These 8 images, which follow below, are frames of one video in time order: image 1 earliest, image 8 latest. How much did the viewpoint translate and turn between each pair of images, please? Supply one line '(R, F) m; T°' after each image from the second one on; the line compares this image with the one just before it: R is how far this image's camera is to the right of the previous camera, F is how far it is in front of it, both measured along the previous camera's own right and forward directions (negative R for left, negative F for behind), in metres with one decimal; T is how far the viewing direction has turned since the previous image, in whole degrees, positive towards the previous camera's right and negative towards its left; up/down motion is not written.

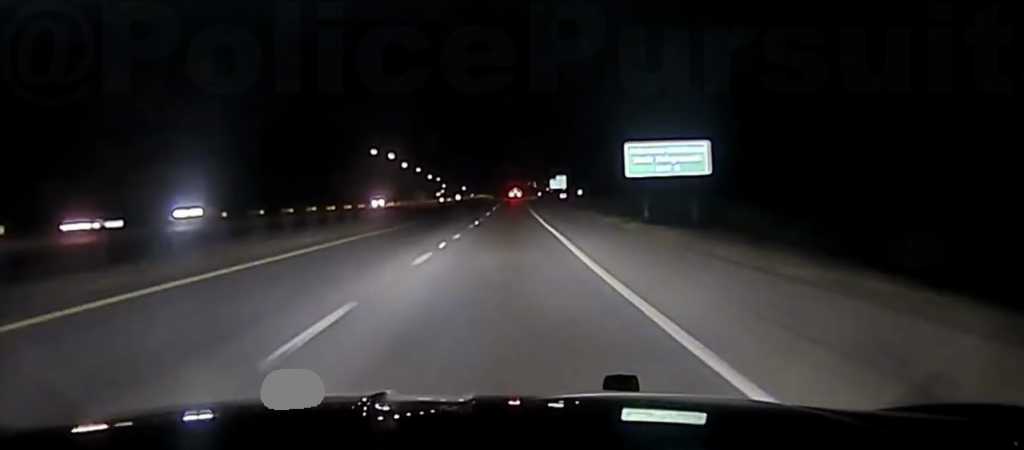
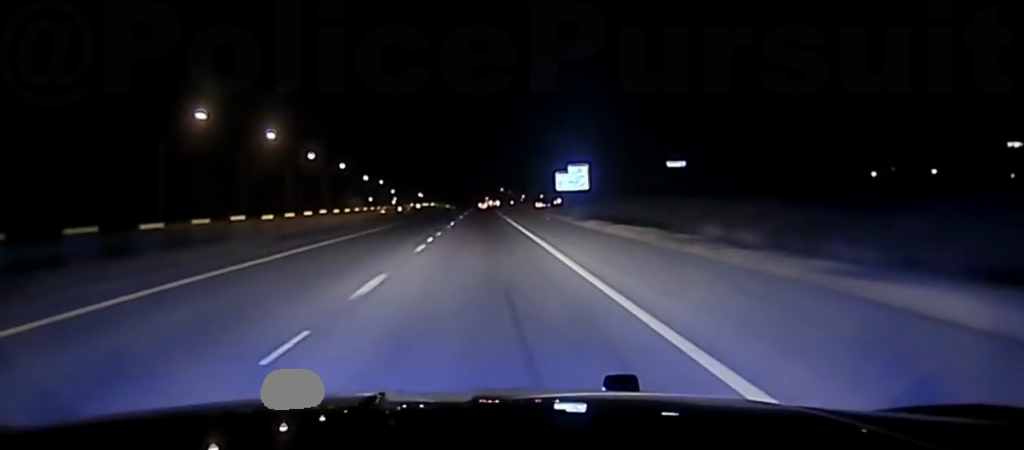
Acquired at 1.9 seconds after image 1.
(+2.7, +113.9) m; +1°
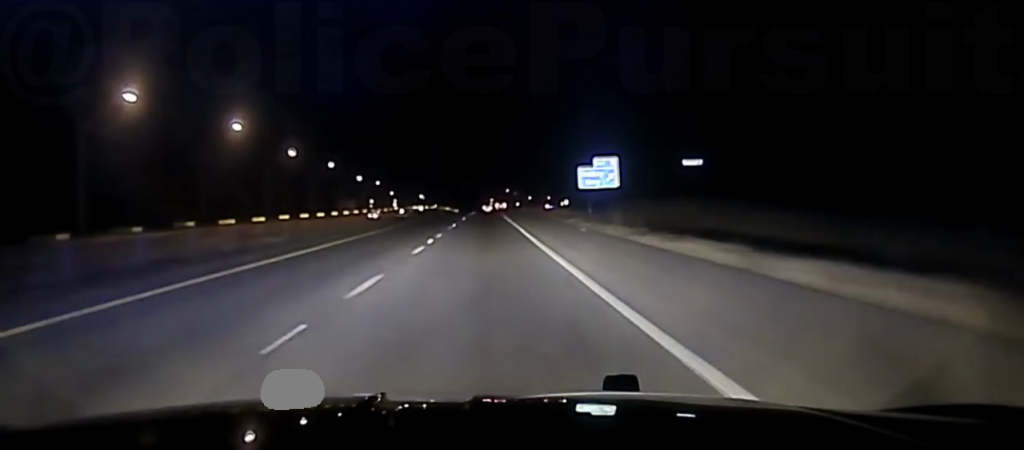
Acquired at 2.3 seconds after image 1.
(0.0, +24.0) m; 0°
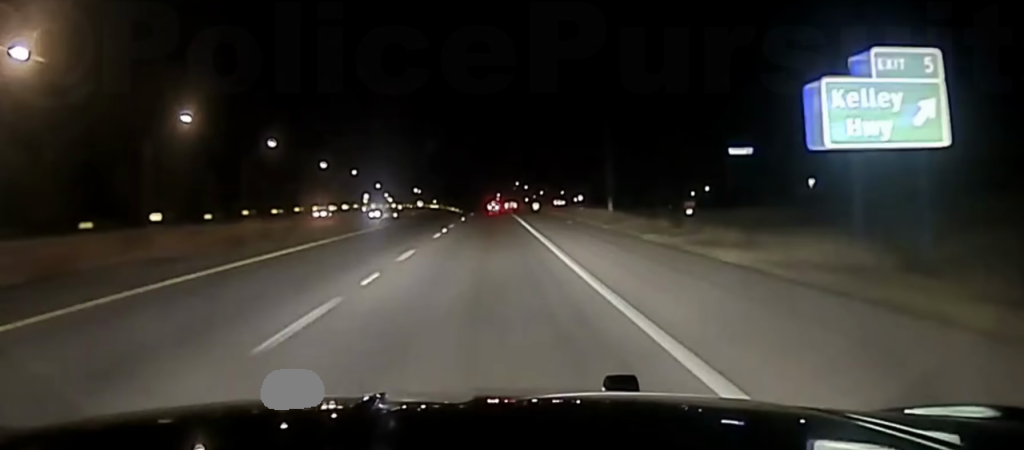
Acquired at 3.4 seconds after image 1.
(-0.6, +67.8) m; -1°
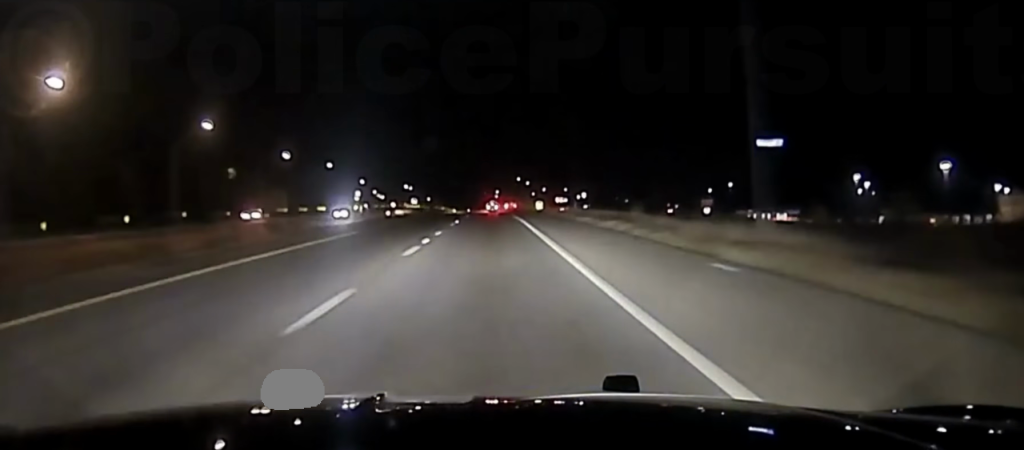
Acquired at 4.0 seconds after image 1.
(-0.3, +35.5) m; 0°
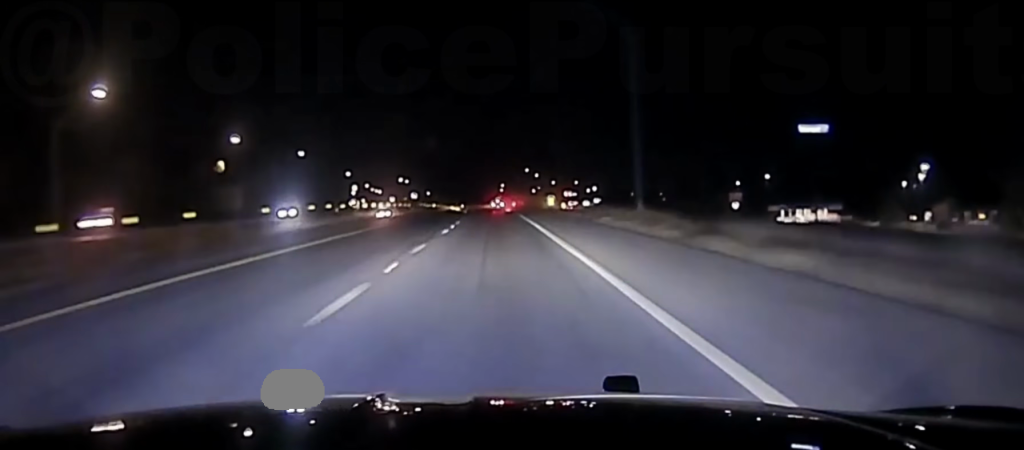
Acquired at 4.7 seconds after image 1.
(+0.1, +35.9) m; 0°
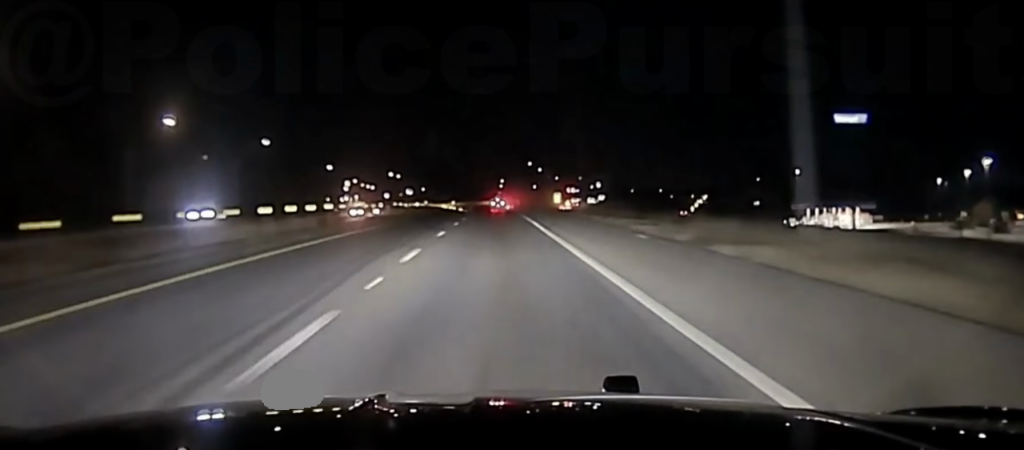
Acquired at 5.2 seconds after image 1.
(+0.1, +28.0) m; 0°
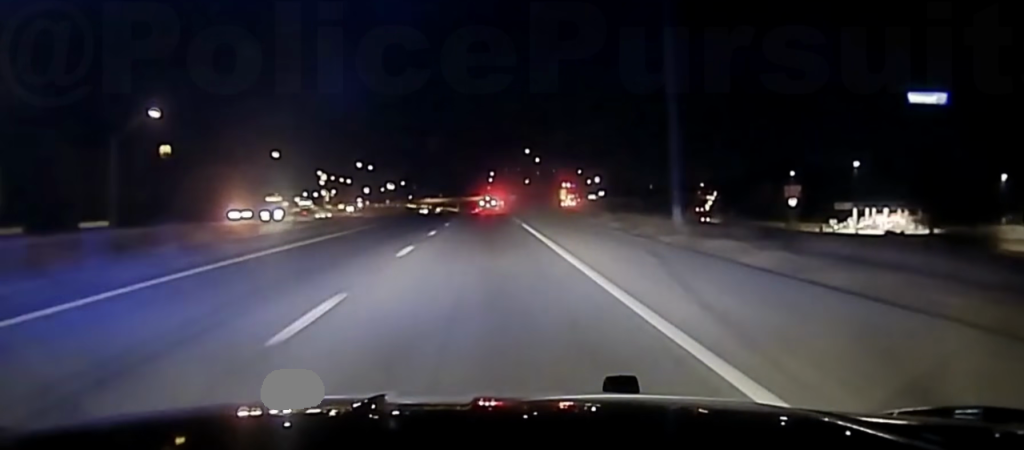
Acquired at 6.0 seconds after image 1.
(0.0, +44.8) m; 0°
